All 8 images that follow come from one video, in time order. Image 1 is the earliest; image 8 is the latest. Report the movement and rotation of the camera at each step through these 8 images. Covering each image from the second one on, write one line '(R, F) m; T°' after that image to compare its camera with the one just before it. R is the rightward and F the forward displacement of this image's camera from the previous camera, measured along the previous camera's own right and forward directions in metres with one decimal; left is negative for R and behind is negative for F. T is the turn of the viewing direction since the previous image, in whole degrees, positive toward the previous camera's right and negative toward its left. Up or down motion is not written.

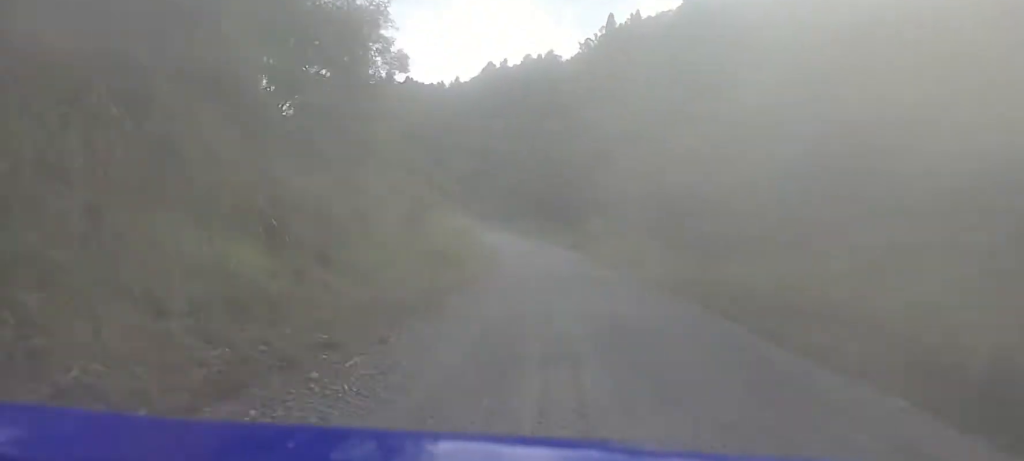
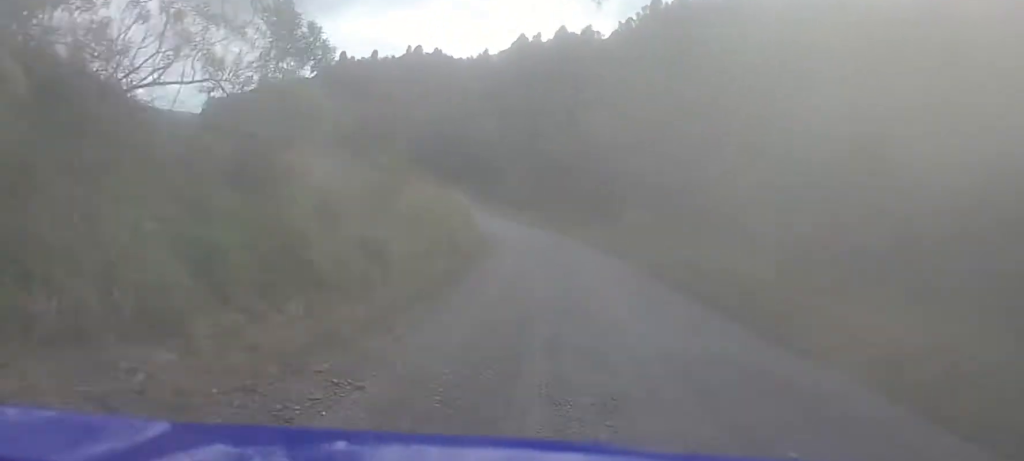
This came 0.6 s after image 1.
(+1.1, +10.7) m; +2°
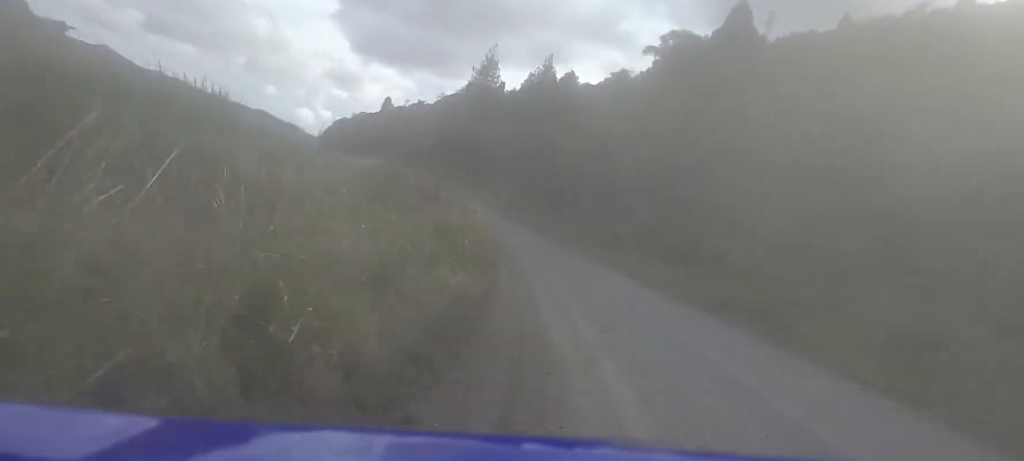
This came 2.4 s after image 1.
(-3.2, +31.5) m; -12°
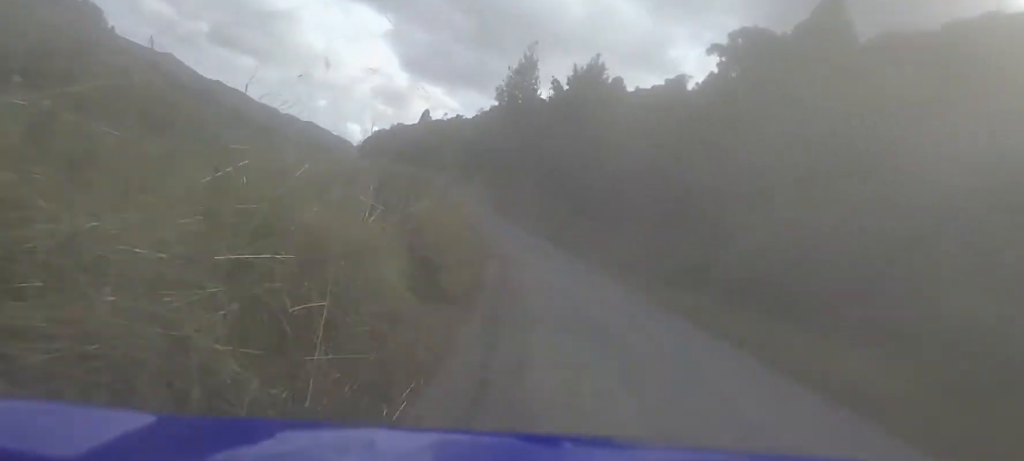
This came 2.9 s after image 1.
(-0.3, +9.7) m; -3°
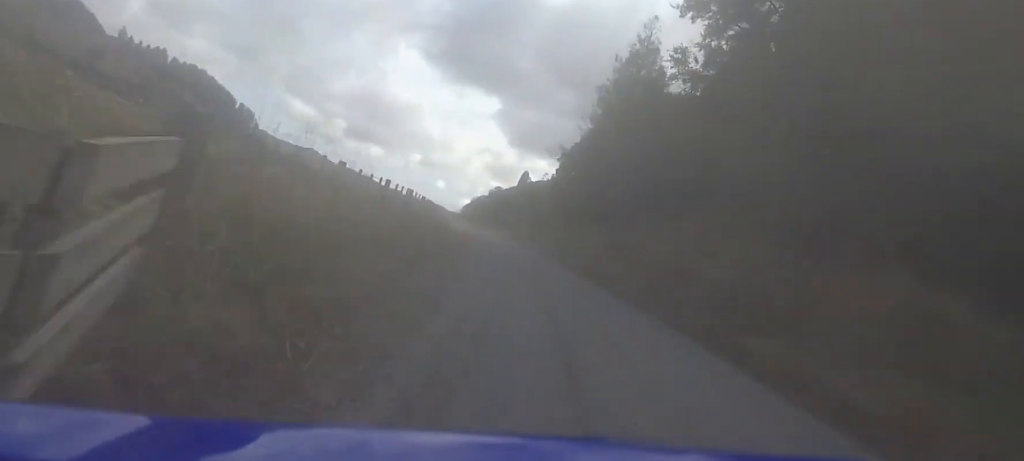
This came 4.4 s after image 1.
(-1.1, +24.9) m; -8°
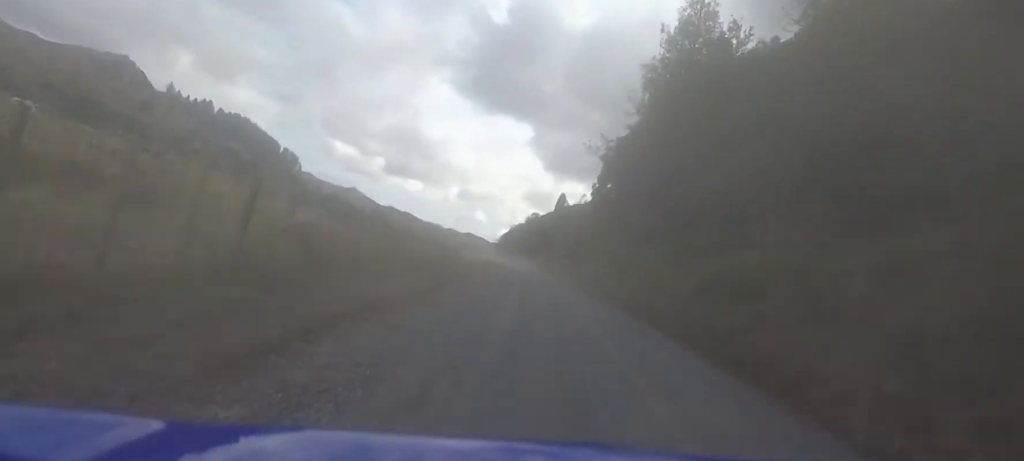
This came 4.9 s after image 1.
(-0.2, +9.5) m; -5°
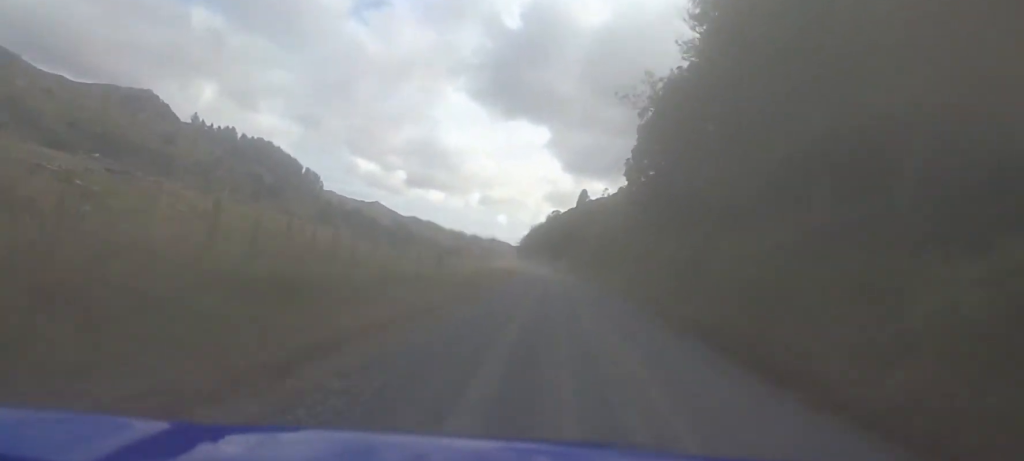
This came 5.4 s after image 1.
(-0.9, +8.6) m; -5°
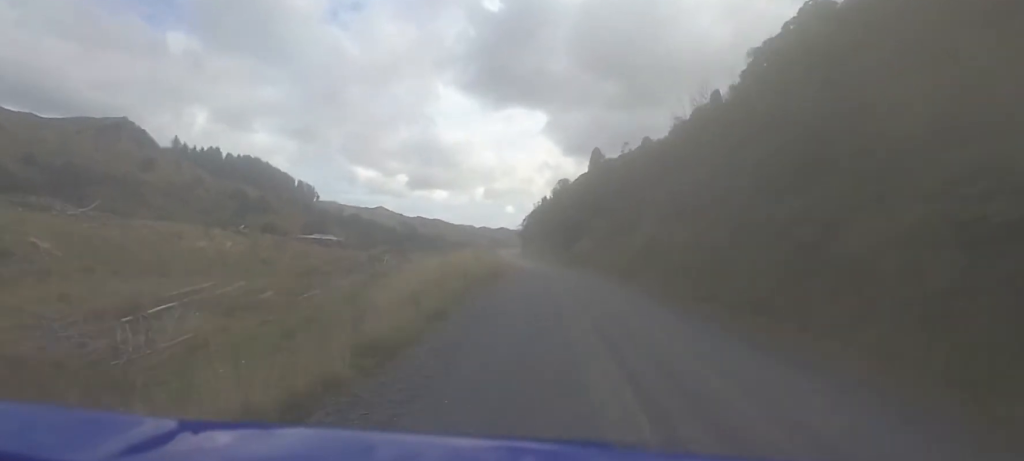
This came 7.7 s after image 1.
(-7.4, +46.6) m; -18°
